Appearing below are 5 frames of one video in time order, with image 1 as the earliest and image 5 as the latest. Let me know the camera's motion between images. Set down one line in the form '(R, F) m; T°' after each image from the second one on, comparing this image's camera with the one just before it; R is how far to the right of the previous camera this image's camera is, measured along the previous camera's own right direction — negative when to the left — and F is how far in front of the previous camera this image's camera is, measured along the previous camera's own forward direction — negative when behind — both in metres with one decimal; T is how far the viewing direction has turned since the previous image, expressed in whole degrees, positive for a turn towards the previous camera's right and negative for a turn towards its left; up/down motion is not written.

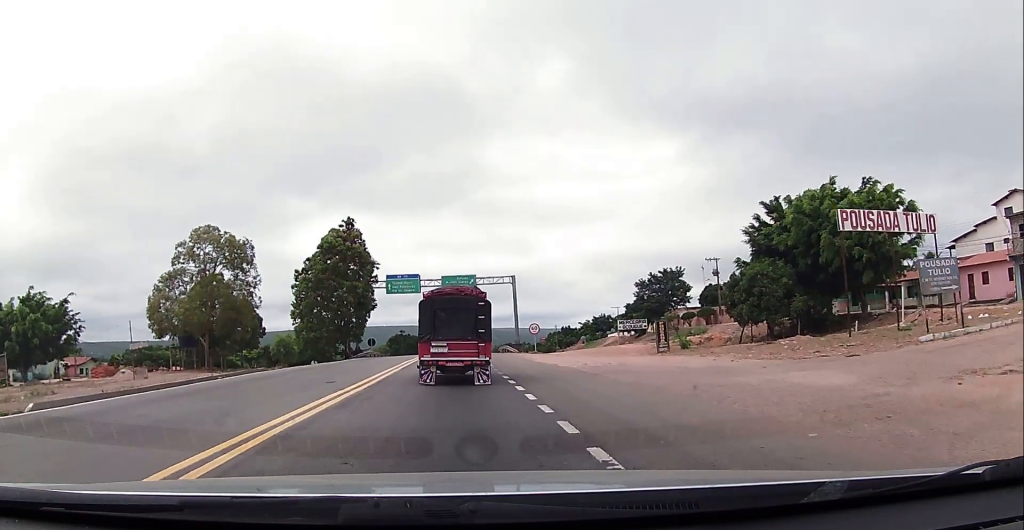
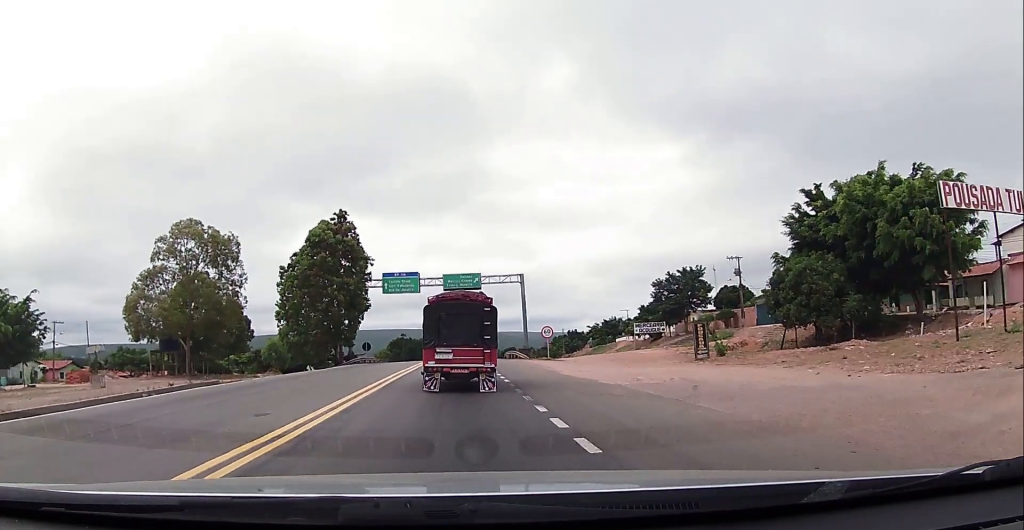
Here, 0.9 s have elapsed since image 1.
(-0.3, +6.6) m; -4°
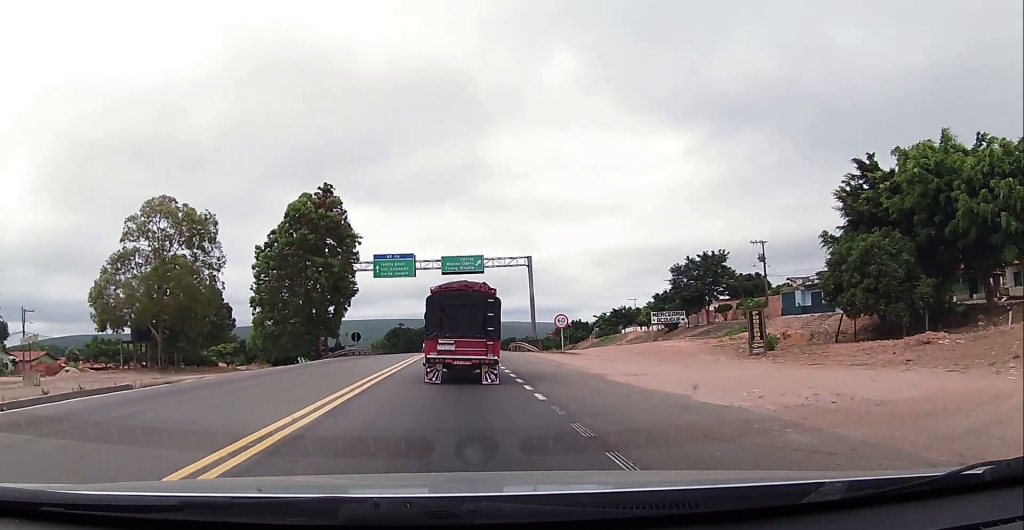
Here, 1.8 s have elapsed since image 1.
(-0.2, +7.6) m; 0°
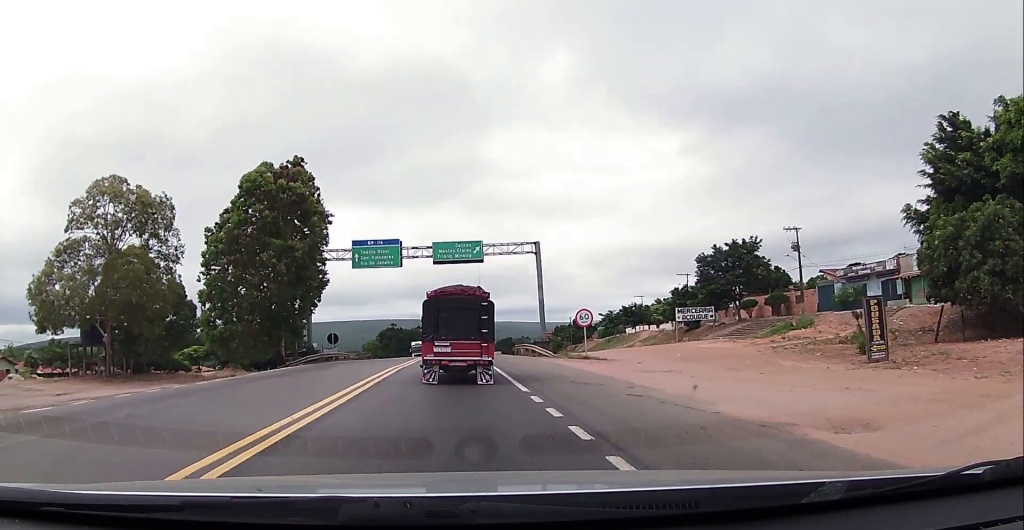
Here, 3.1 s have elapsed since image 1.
(+0.1, +10.3) m; -1°
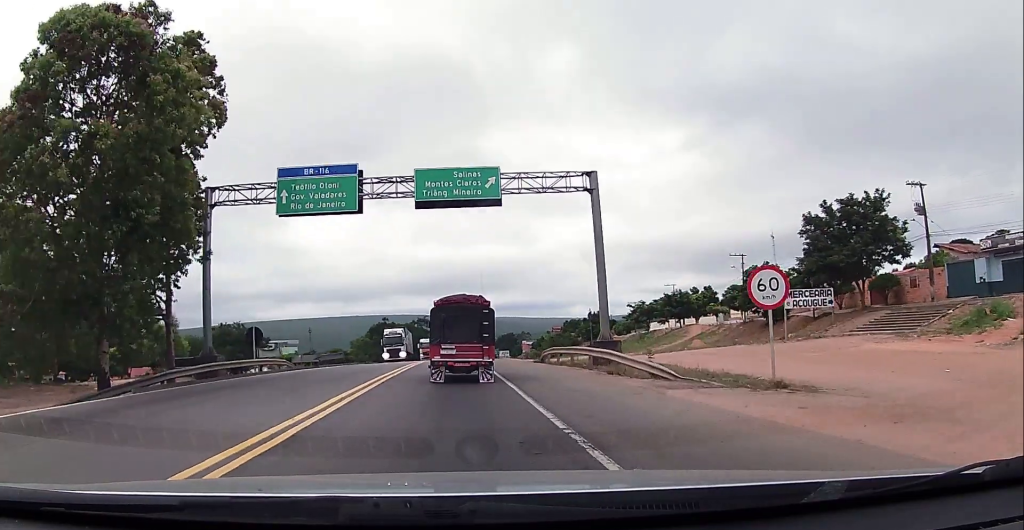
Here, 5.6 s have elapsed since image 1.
(+0.6, +22.0) m; +1°
